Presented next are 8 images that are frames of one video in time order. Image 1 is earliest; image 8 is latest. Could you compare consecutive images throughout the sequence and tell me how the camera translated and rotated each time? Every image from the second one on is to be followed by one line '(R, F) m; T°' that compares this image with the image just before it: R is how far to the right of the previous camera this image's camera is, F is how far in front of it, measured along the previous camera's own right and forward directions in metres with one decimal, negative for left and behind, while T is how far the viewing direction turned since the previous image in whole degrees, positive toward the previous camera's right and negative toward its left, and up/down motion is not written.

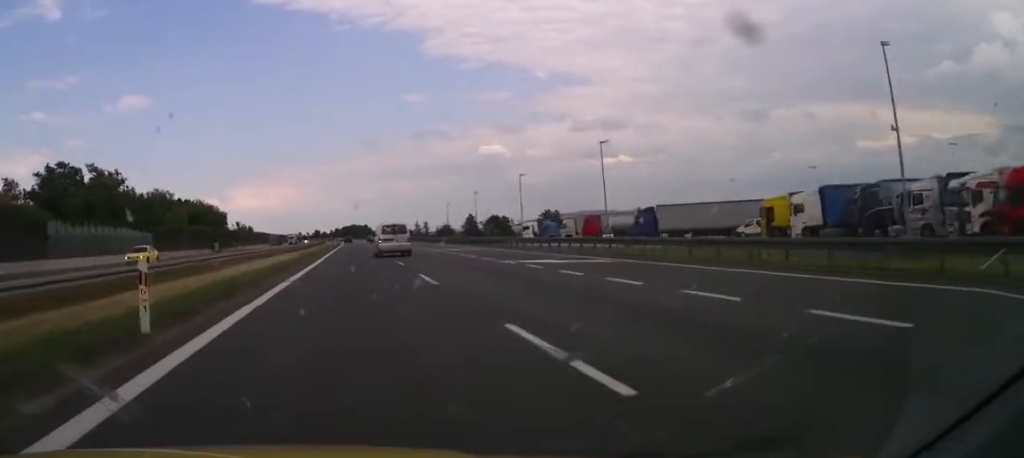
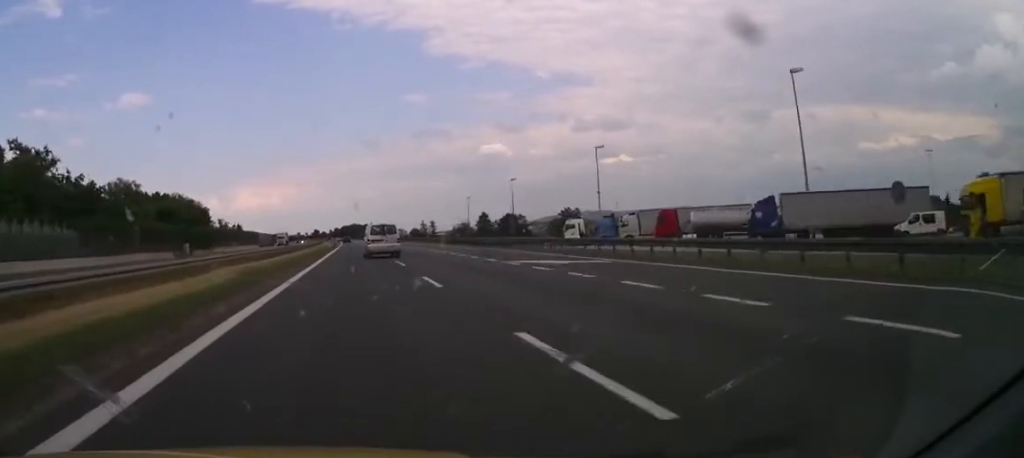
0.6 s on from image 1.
(0.0, +24.6) m; 0°
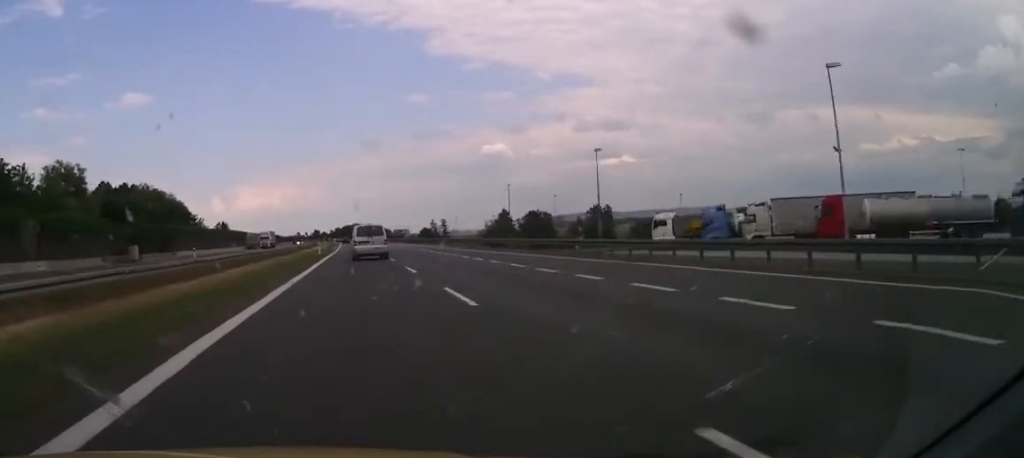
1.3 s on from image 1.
(0.0, +28.7) m; 0°
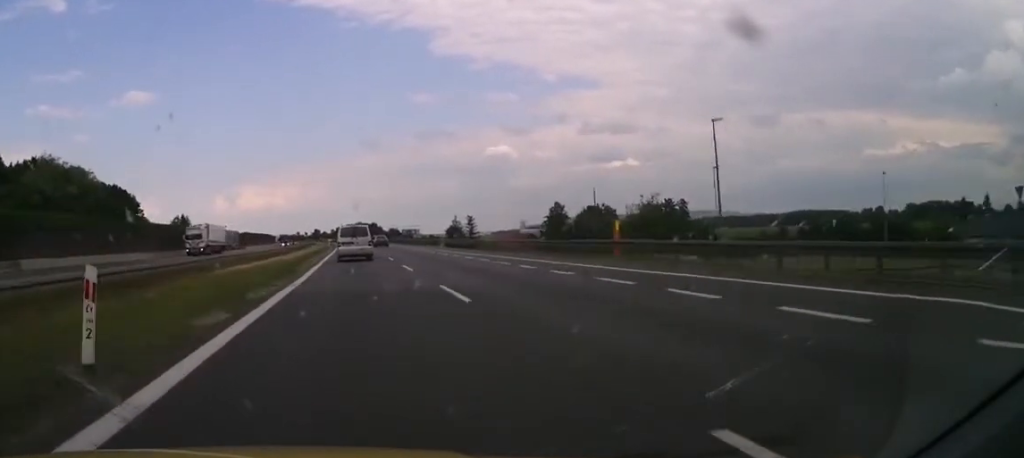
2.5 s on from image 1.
(0.0, +50.3) m; 0°
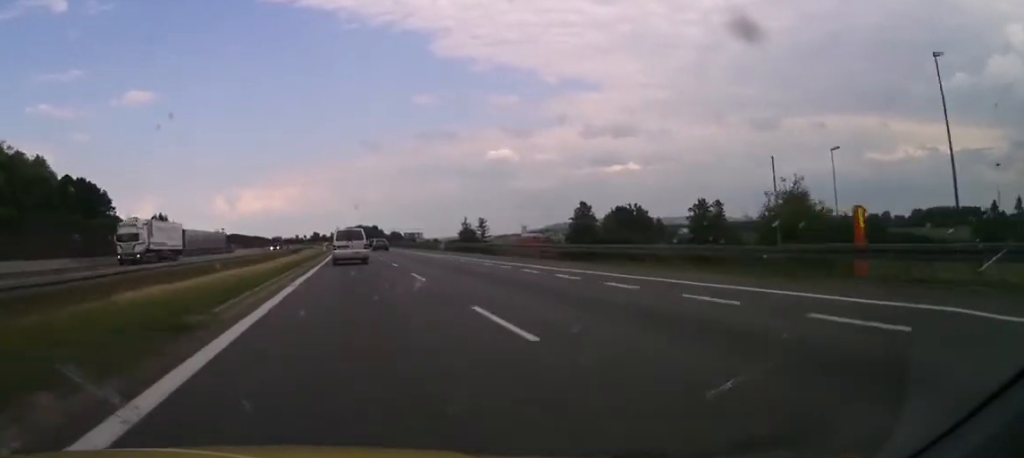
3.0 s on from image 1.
(0.0, +17.5) m; 0°
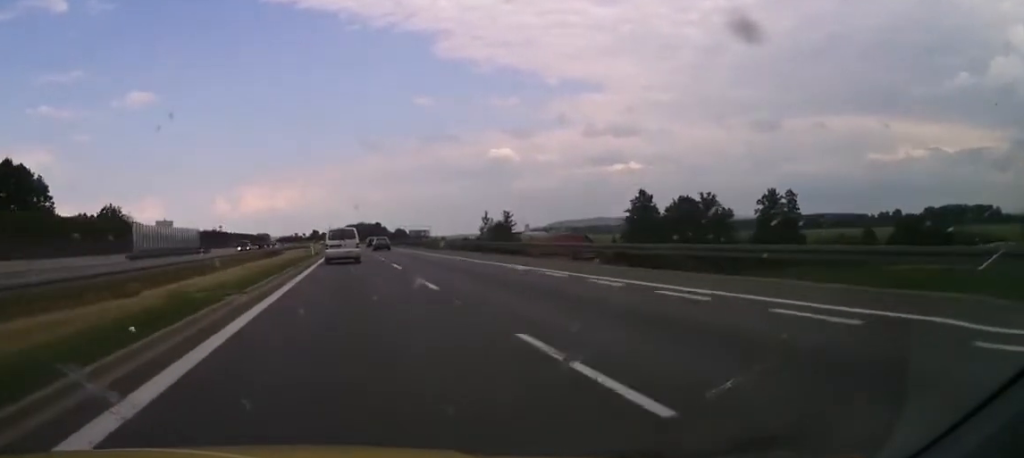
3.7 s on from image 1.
(0.0, +27.9) m; 0°
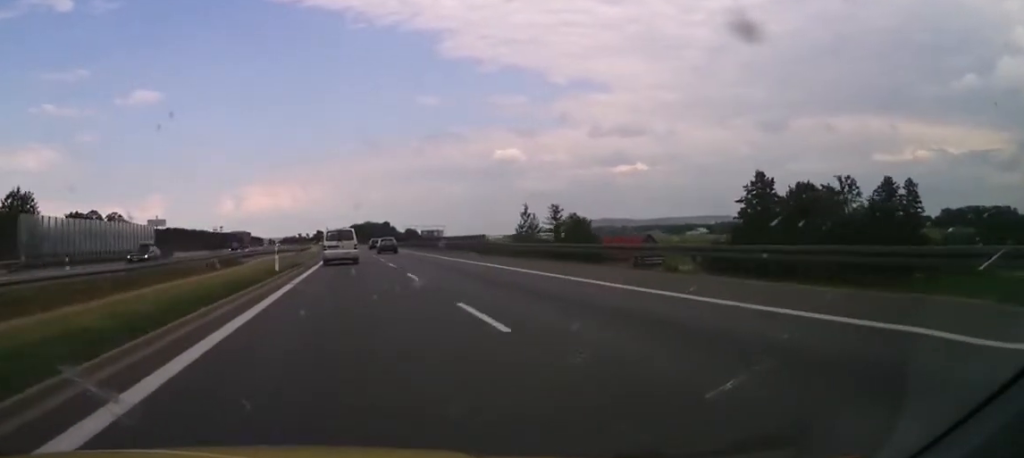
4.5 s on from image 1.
(0.0, +31.6) m; 0°
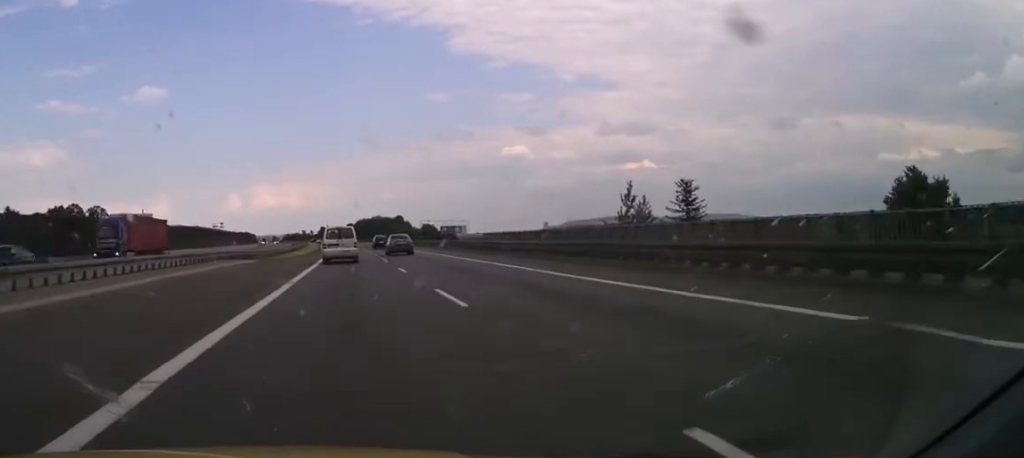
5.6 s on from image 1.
(-0.3, +44.6) m; -1°
